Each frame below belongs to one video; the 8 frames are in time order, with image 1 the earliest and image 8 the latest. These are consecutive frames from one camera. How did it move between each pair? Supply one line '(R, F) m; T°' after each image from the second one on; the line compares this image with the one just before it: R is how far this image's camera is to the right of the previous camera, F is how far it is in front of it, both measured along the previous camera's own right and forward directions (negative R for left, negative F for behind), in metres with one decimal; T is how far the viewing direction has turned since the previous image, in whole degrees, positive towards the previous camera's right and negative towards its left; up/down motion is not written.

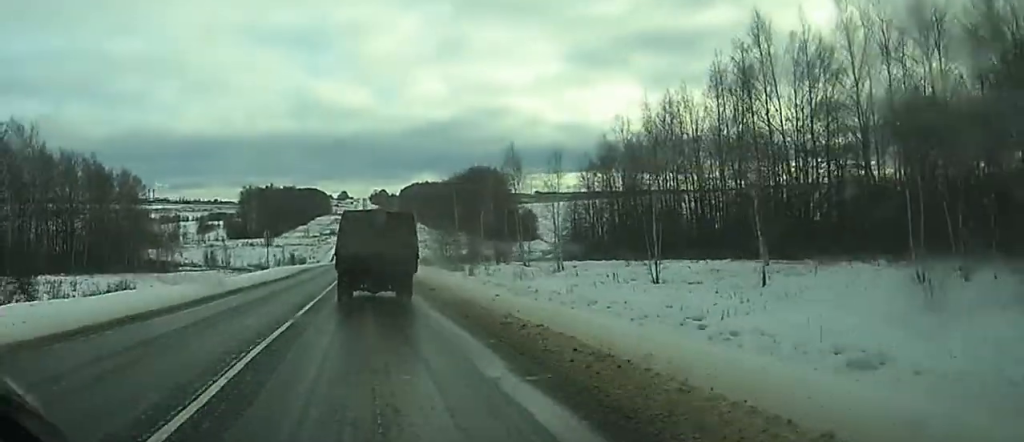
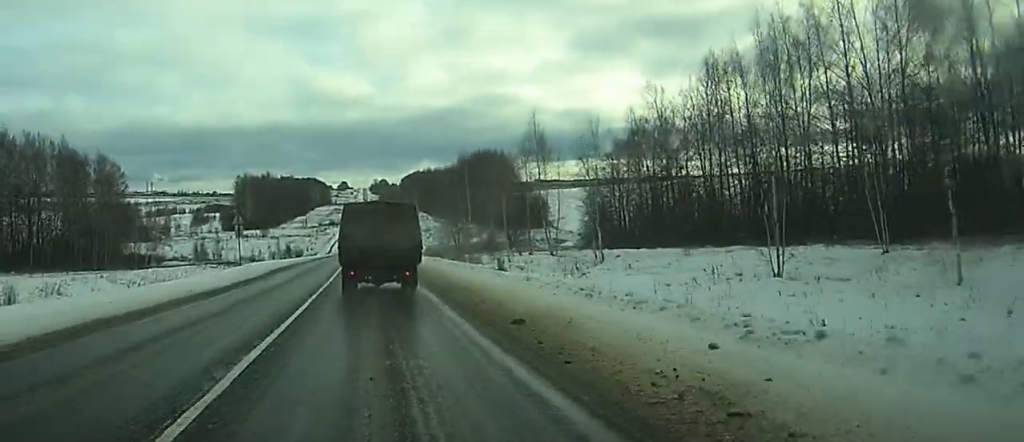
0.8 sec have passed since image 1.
(0.0, +17.1) m; 0°
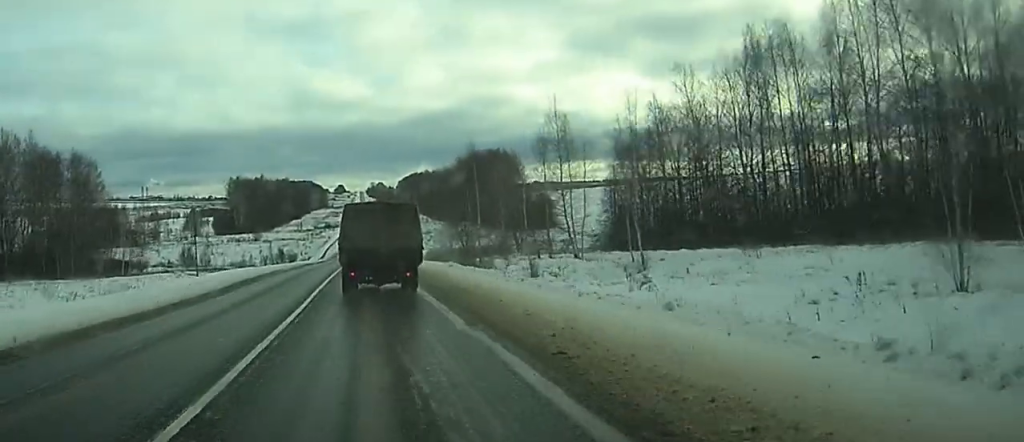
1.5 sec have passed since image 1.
(0.0, +13.6) m; 0°
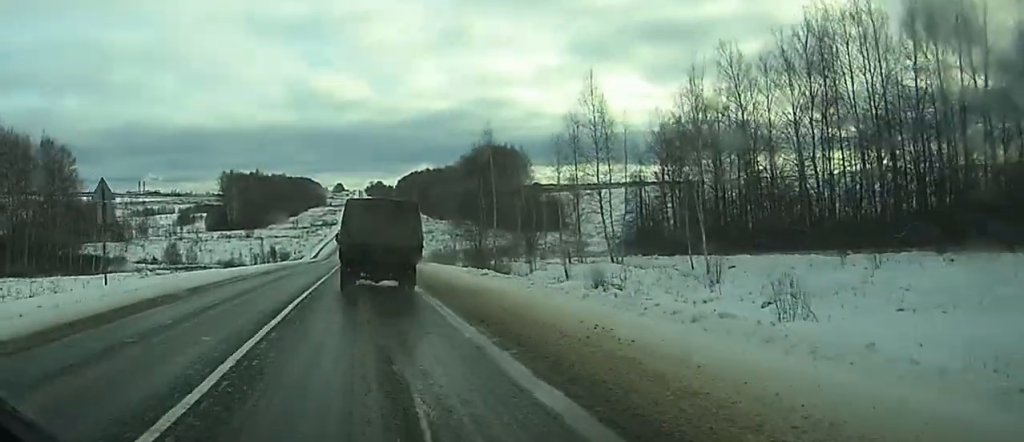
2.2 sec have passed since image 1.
(0.0, +15.0) m; 0°
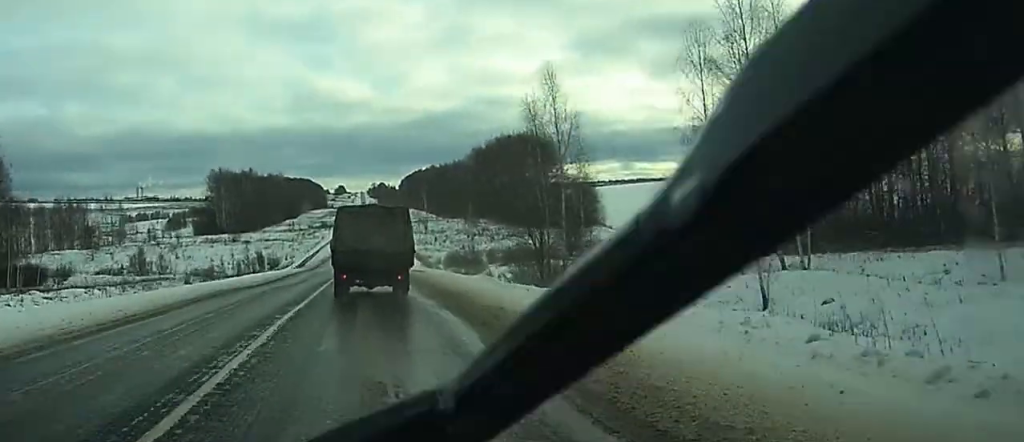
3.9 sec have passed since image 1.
(-0.2, +33.3) m; 0°
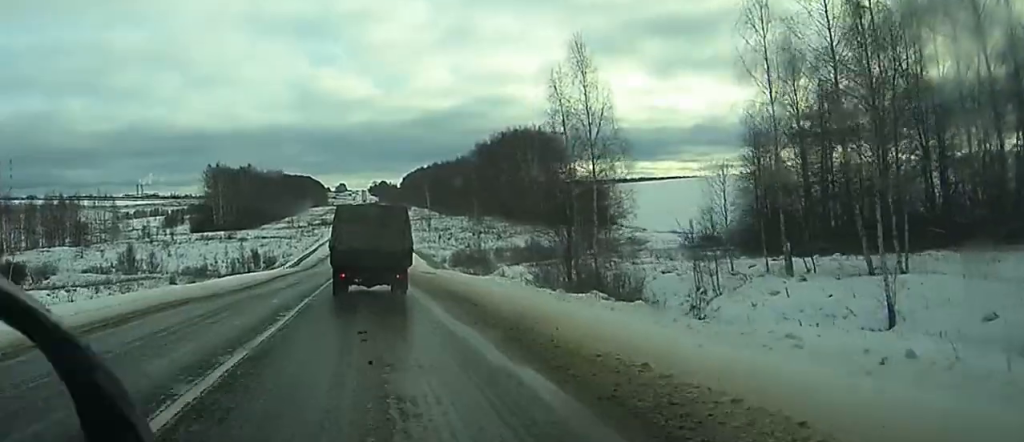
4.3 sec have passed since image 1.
(0.0, +8.8) m; 0°
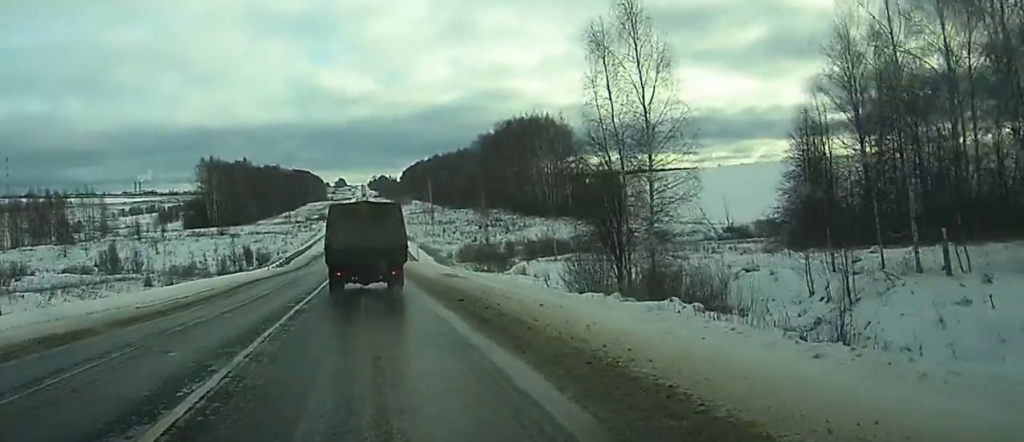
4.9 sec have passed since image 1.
(0.0, +11.5) m; 0°
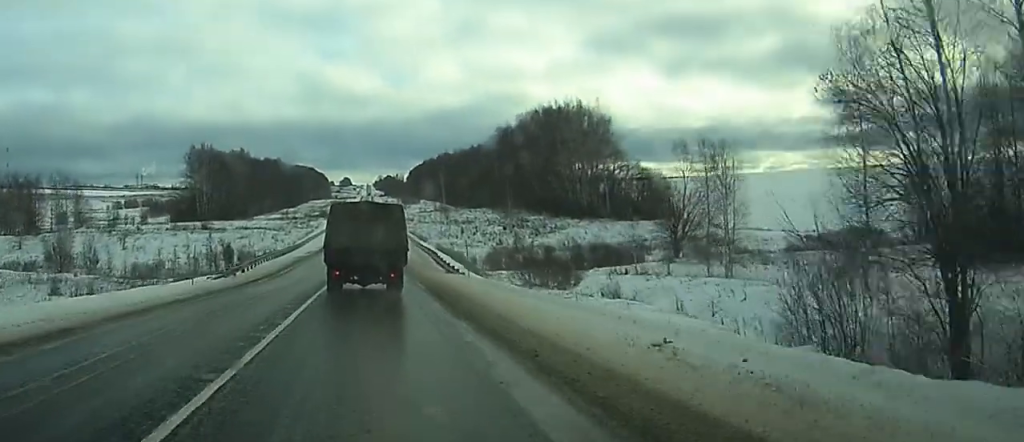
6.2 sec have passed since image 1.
(0.0, +27.5) m; +1°
